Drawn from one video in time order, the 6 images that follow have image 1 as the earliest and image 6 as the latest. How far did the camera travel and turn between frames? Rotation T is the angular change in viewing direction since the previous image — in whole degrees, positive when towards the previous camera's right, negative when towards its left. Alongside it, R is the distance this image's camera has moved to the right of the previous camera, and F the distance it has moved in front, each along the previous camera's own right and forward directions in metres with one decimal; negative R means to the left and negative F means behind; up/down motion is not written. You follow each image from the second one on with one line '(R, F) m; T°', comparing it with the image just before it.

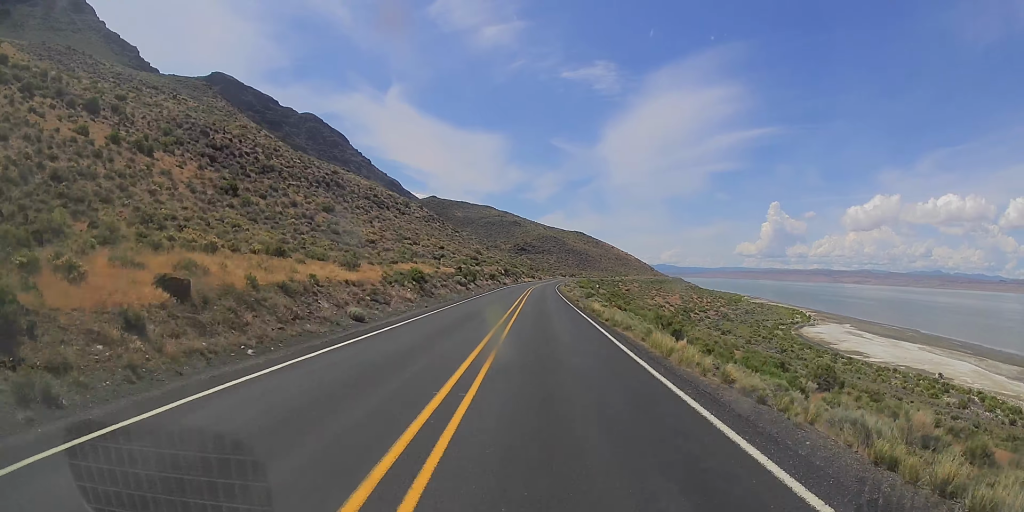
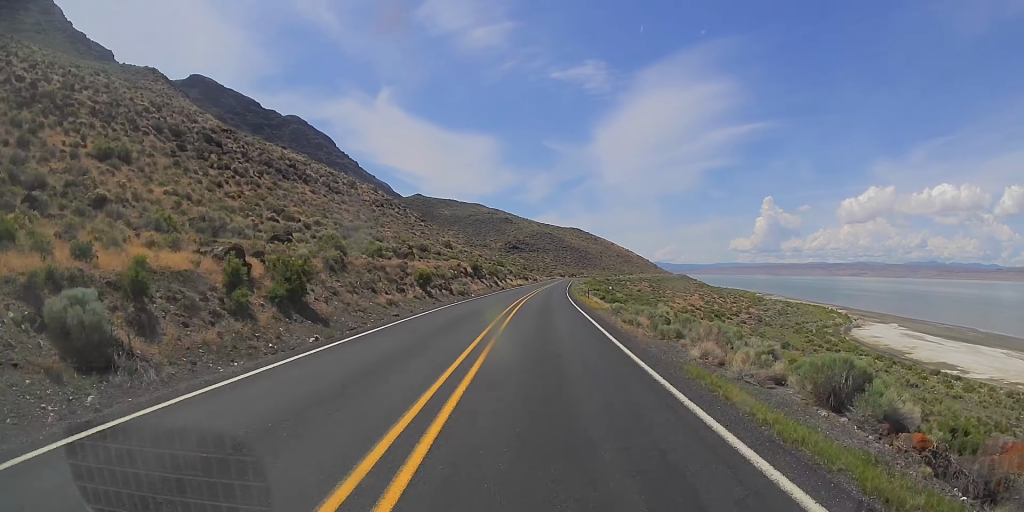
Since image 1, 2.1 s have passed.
(-0.8, +54.0) m; 0°
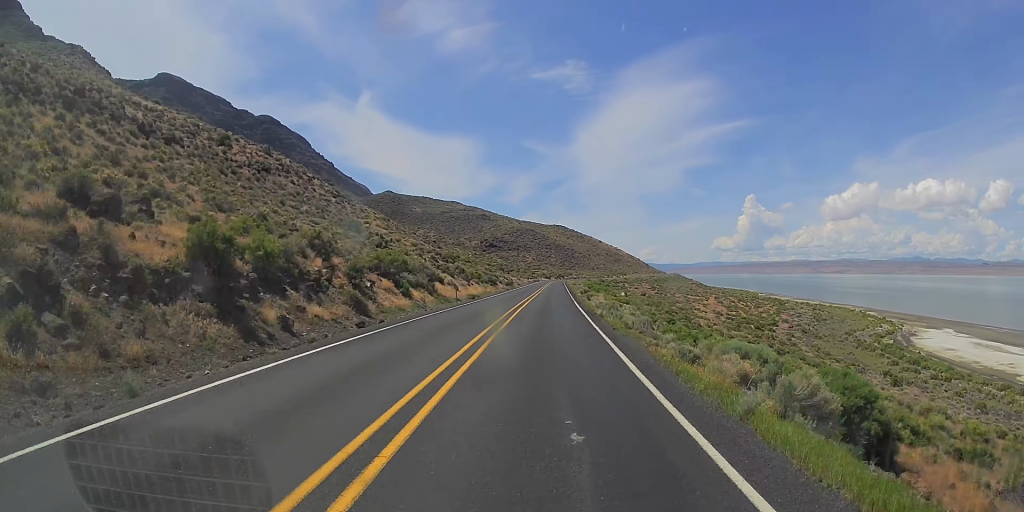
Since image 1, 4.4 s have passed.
(+0.6, +57.0) m; +1°
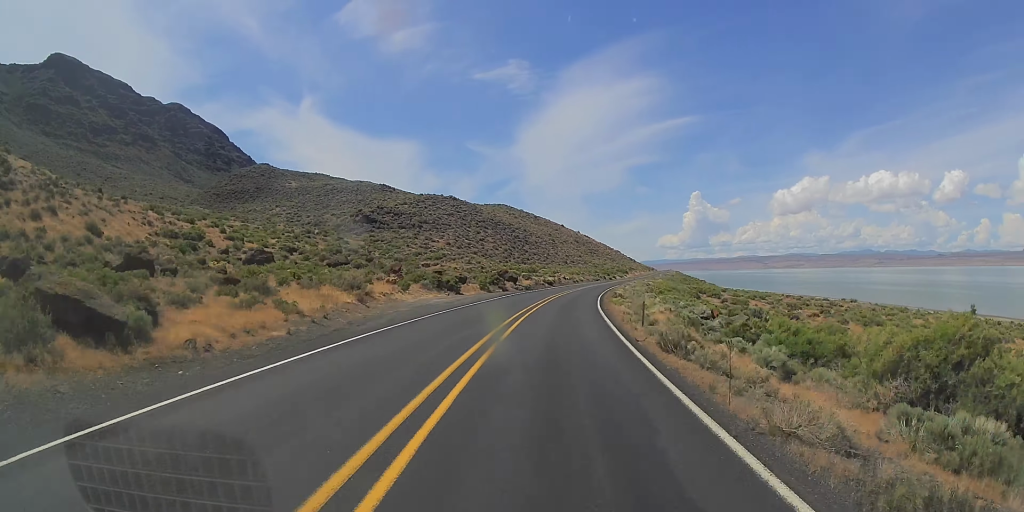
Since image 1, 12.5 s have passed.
(+8.7, +201.8) m; +8°
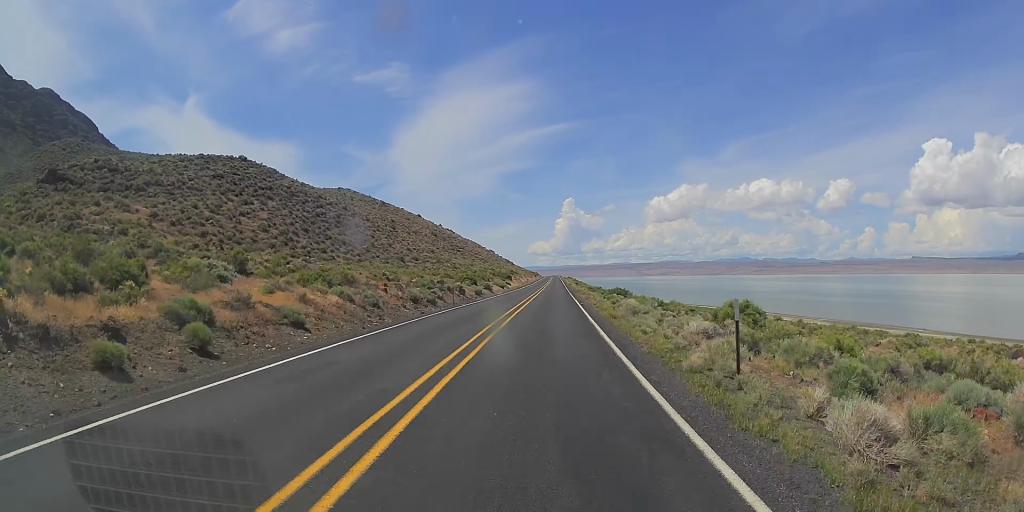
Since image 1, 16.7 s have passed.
(+7.5, +100.9) m; +7°
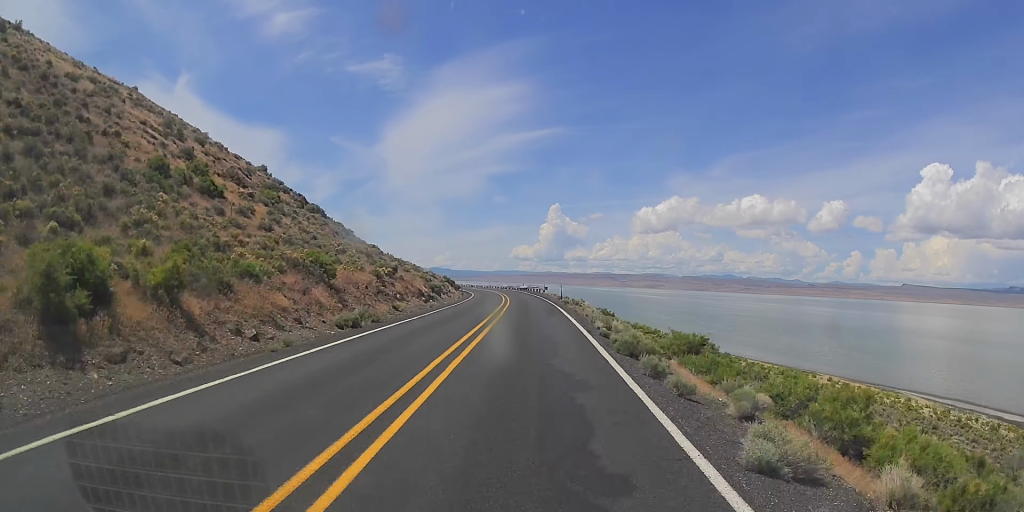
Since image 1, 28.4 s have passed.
(+19.4, +279.4) m; +3°
